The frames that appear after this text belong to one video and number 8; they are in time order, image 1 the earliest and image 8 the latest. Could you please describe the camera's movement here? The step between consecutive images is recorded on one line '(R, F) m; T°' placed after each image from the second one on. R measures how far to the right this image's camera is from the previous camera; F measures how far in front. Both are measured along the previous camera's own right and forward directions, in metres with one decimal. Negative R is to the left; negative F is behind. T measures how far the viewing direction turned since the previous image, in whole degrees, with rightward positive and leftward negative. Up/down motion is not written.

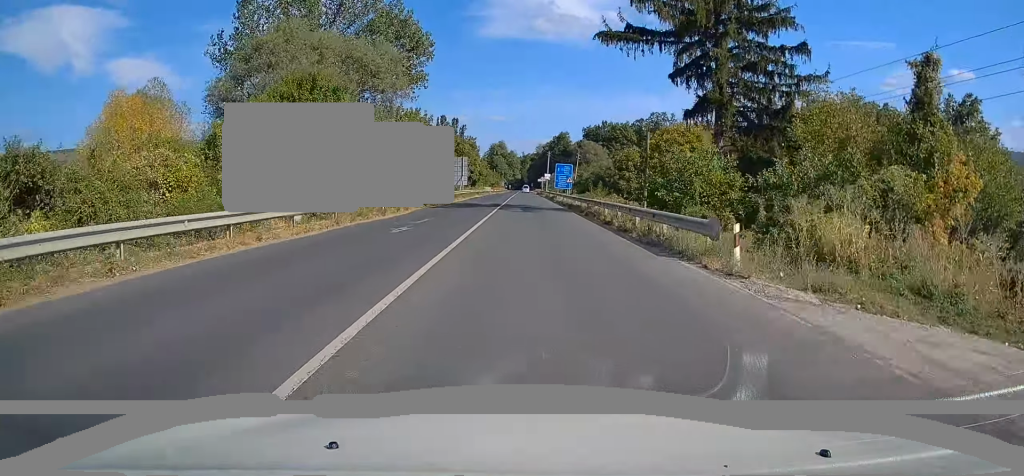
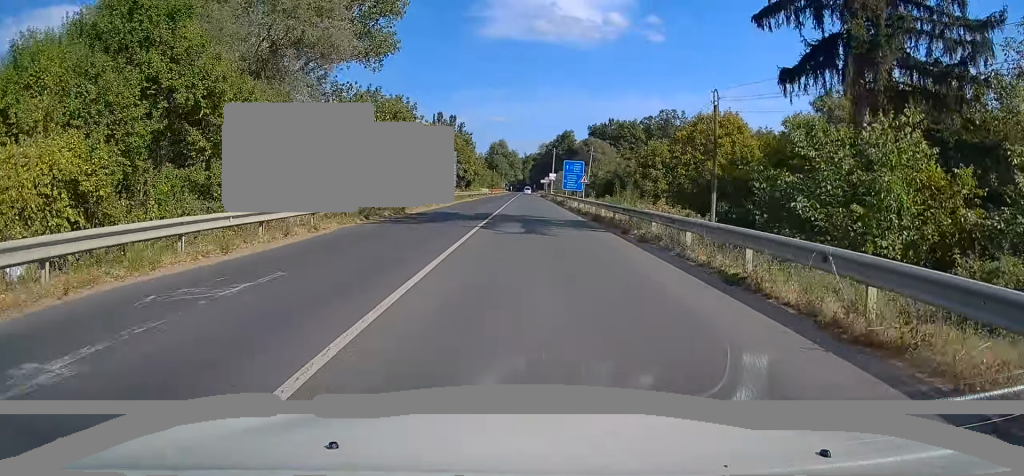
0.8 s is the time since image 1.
(-0.2, +14.3) m; -1°
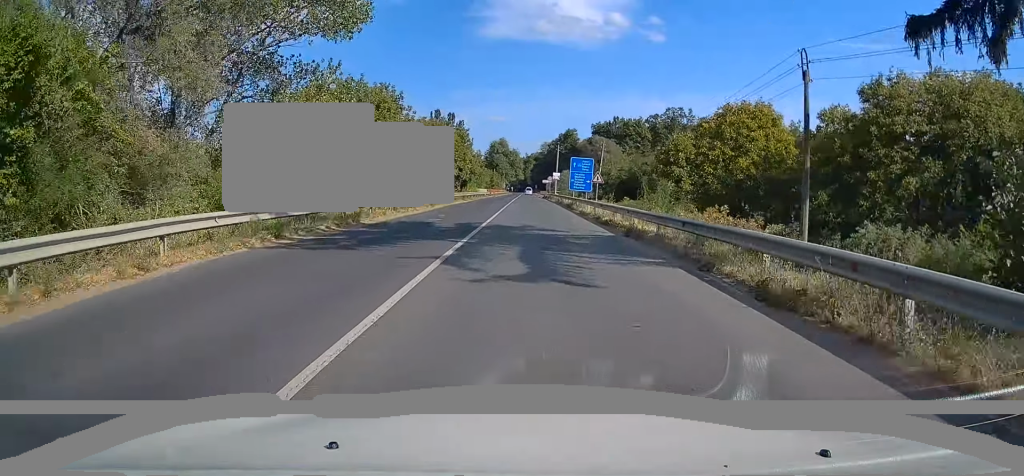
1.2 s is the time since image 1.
(-0.1, +8.7) m; -1°
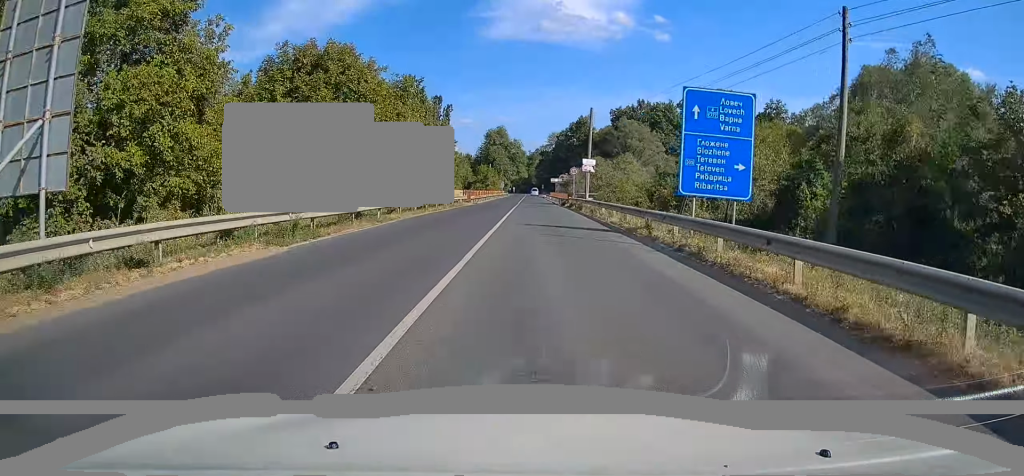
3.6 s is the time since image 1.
(+0.1, +44.7) m; 0°
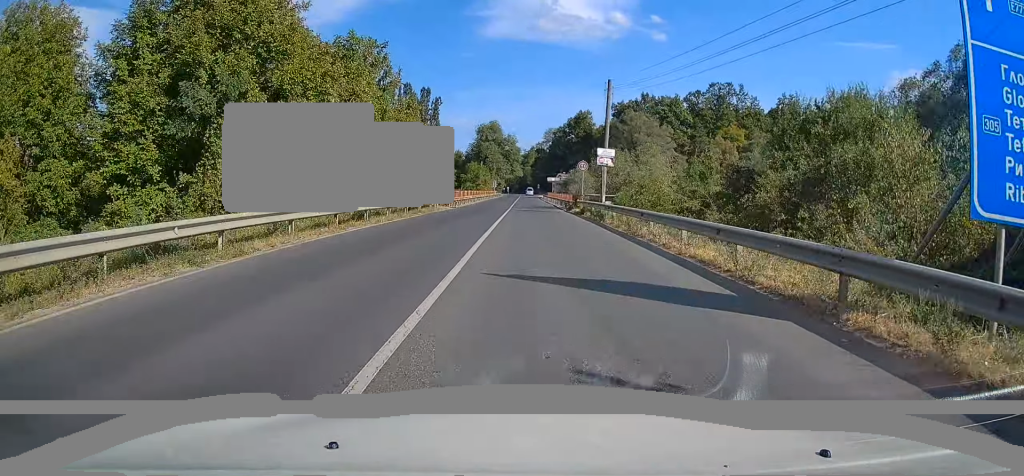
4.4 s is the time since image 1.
(0.0, +13.6) m; 0°
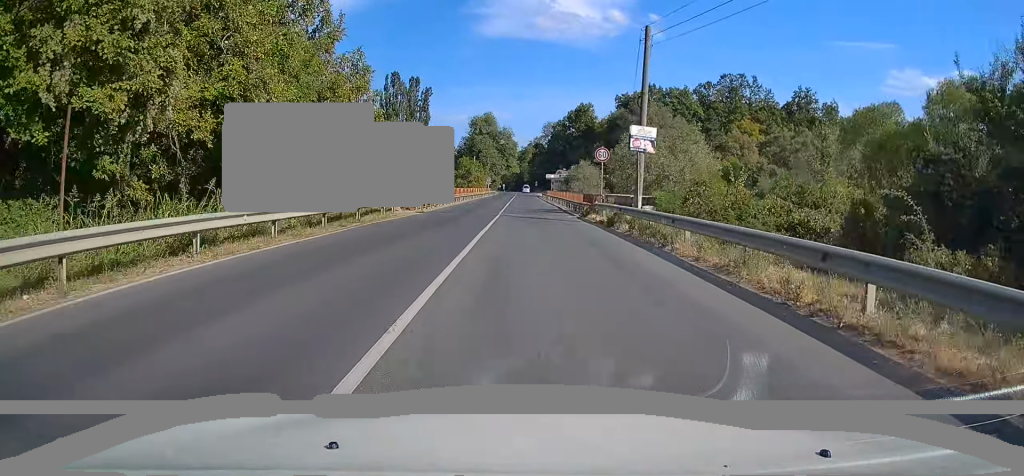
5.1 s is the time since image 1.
(+0.1, +12.9) m; 0°
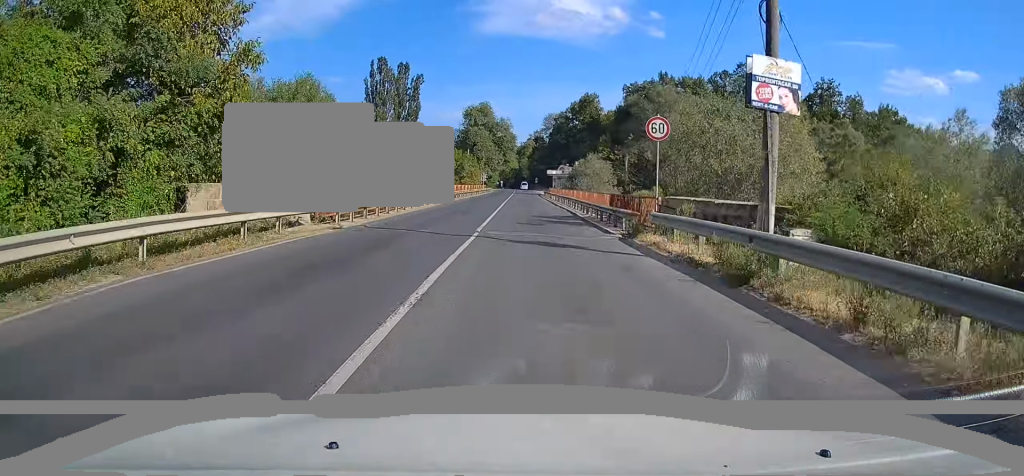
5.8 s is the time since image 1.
(0.0, +13.9) m; 0°
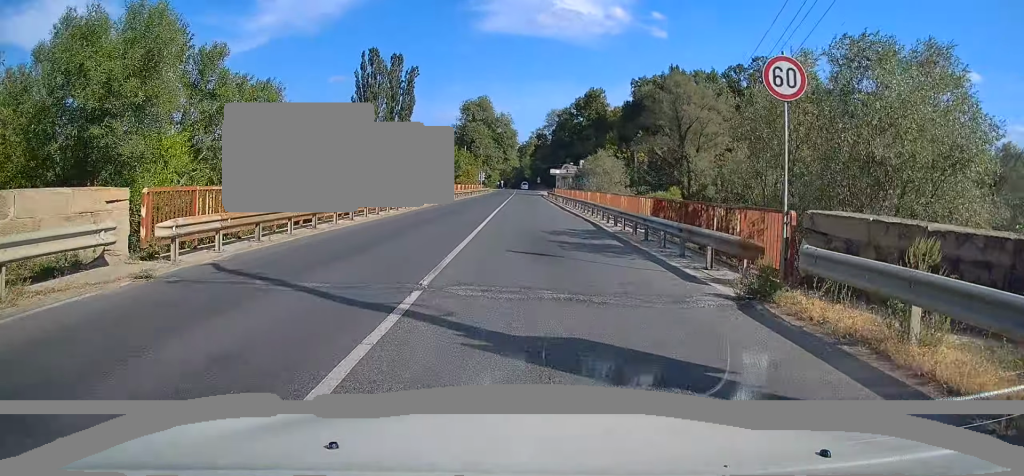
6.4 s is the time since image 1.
(0.0, +9.6) m; 0°
